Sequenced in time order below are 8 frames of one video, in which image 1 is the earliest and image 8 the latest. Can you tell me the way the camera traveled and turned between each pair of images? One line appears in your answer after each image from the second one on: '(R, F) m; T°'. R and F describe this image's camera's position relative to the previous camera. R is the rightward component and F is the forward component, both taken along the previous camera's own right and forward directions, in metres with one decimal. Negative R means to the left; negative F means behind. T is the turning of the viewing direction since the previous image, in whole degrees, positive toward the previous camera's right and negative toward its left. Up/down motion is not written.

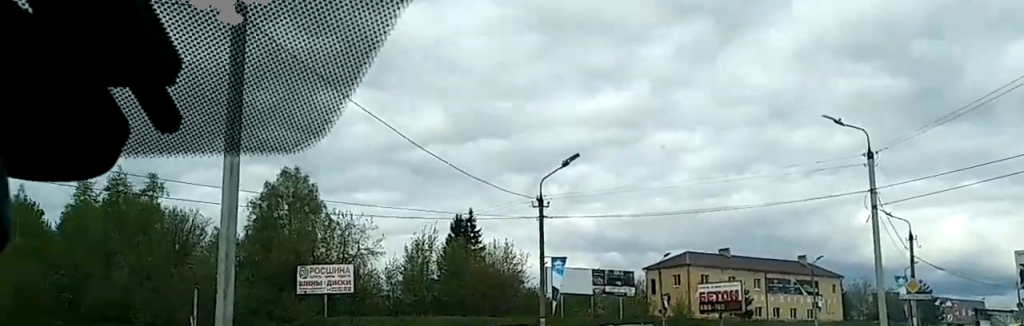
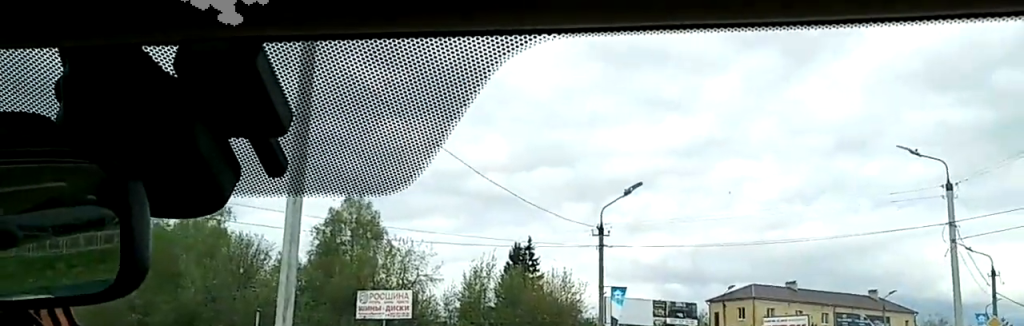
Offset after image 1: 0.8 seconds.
(0.0, +0.4) m; 0°
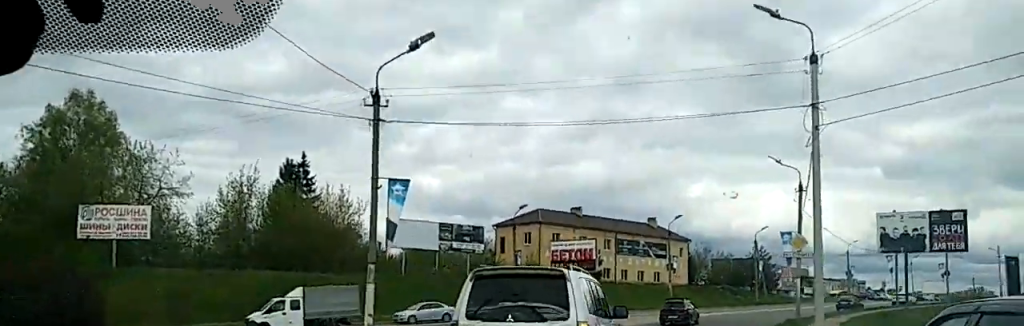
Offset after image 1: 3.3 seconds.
(-1.0, +4.1) m; -7°
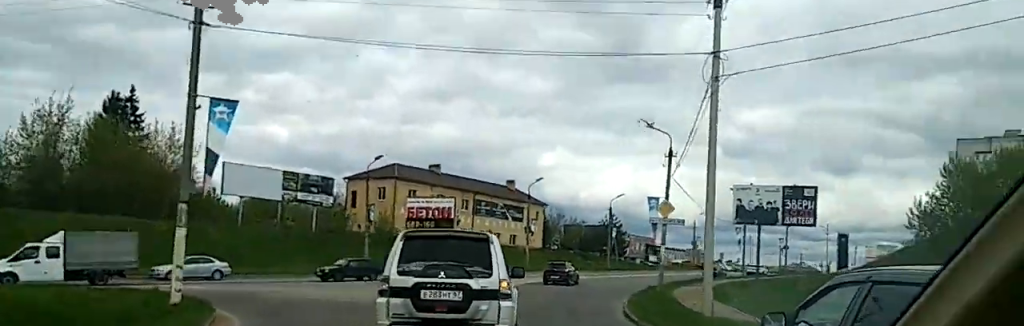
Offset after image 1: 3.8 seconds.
(+0.1, +2.1) m; -2°
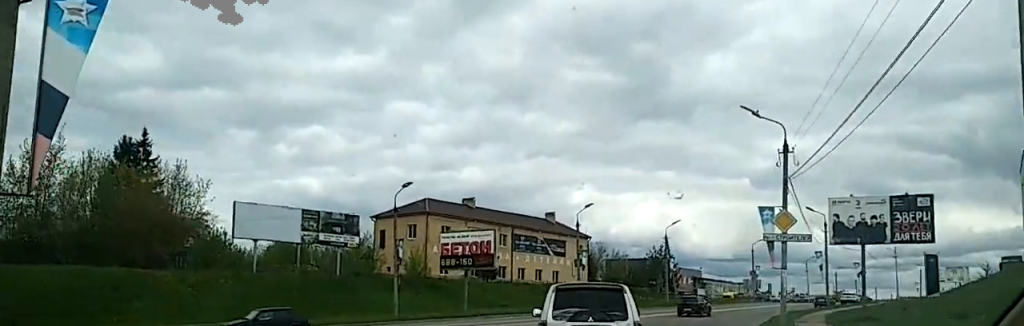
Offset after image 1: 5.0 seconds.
(-0.4, +6.9) m; -12°
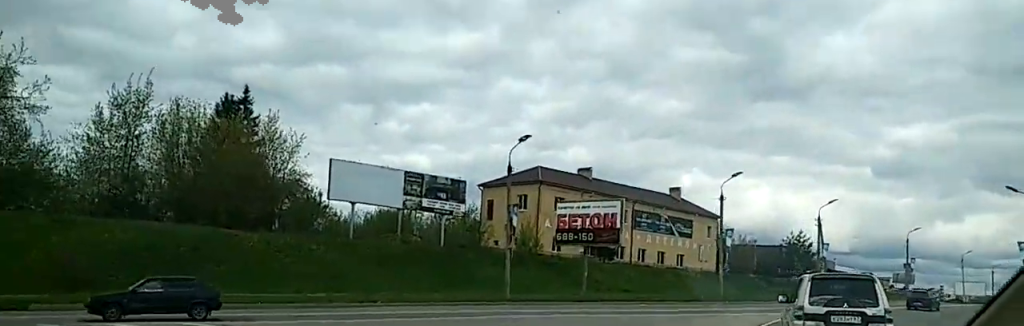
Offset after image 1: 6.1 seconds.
(-1.0, +8.0) m; -11°
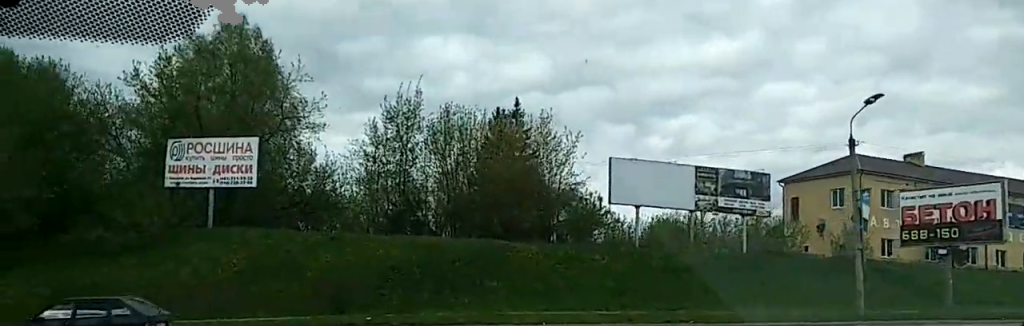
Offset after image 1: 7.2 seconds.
(-0.5, +9.3) m; -7°
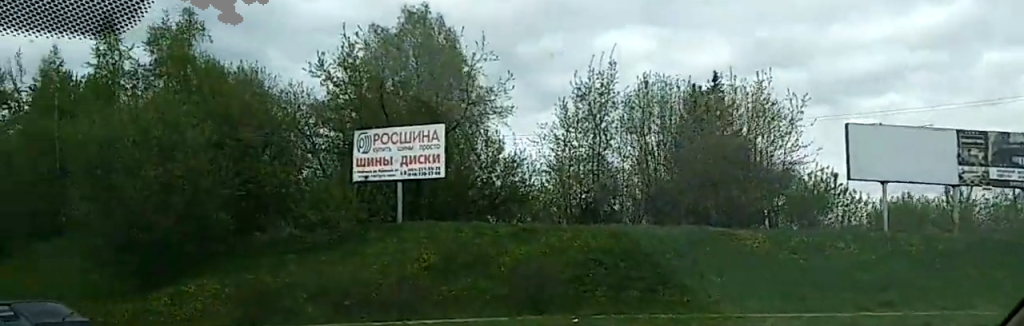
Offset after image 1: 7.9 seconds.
(-0.3, +6.6) m; -15°
